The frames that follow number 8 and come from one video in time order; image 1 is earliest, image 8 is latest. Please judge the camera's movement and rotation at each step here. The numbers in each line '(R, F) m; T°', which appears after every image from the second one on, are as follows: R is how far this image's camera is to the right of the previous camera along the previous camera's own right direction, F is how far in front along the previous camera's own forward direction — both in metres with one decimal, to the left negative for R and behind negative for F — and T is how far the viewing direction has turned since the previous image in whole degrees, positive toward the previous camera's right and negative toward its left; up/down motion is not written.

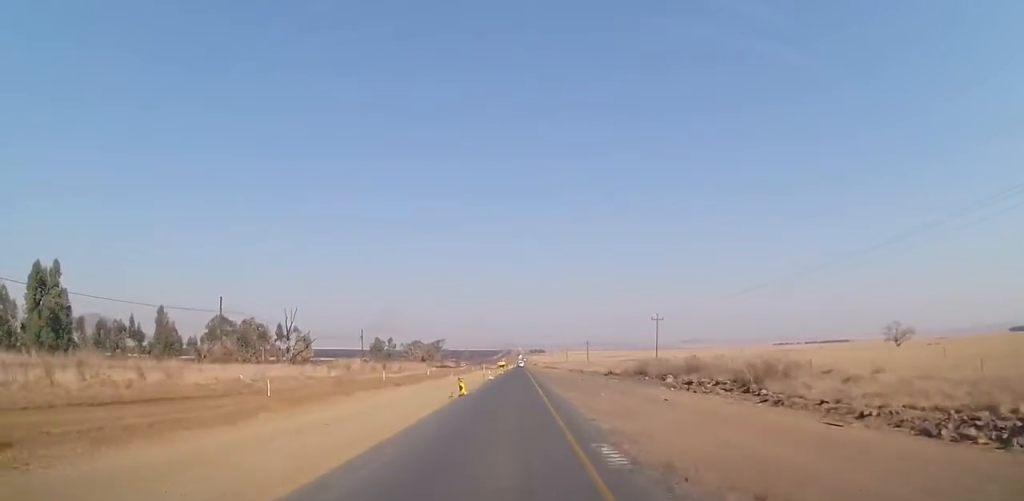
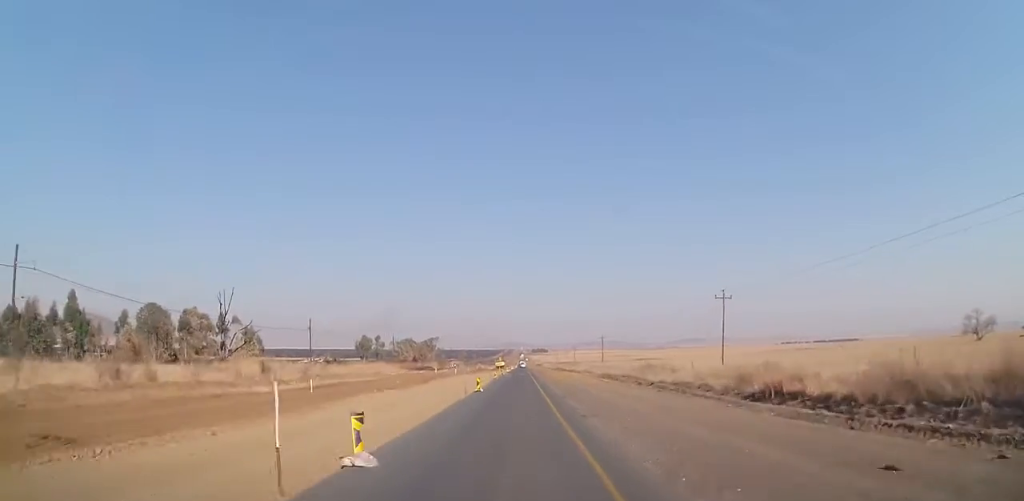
(-0.4, +35.3) m; -1°
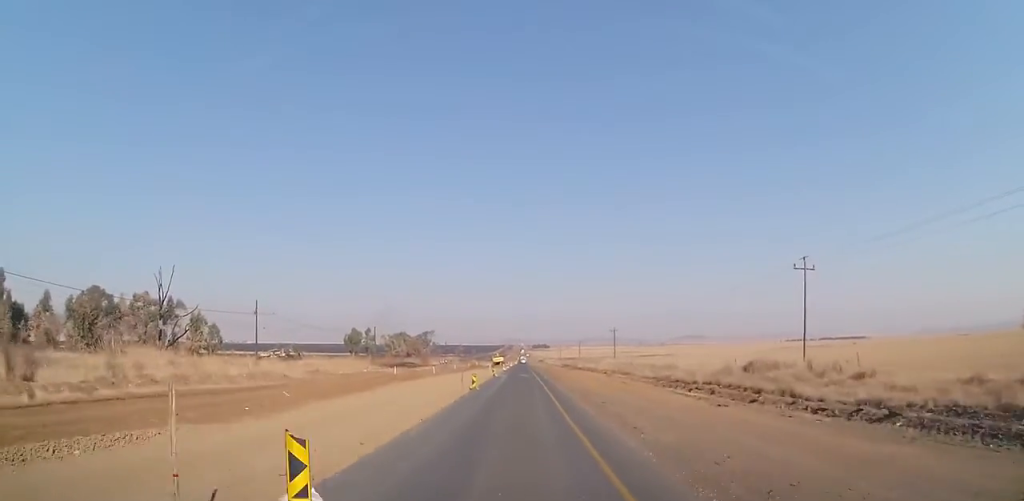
(-0.1, +22.0) m; 0°
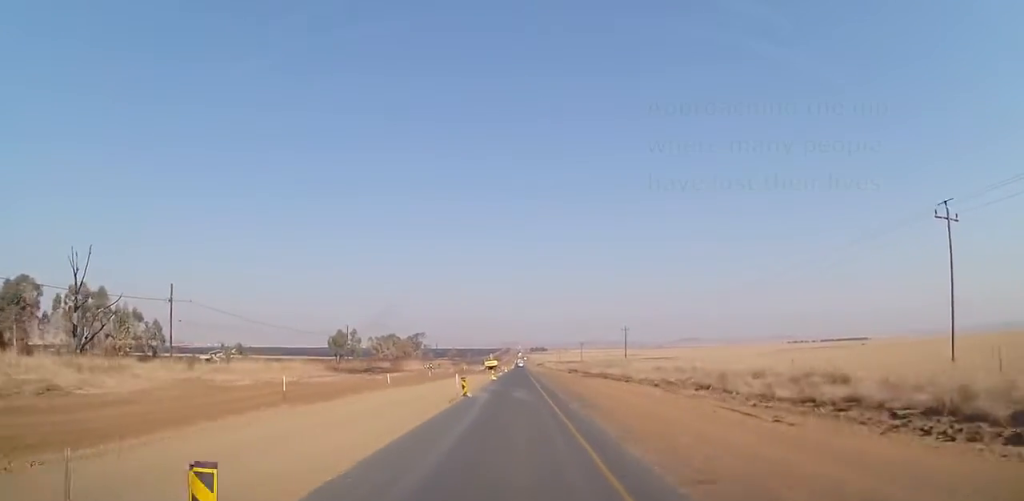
(+0.1, +20.8) m; 0°
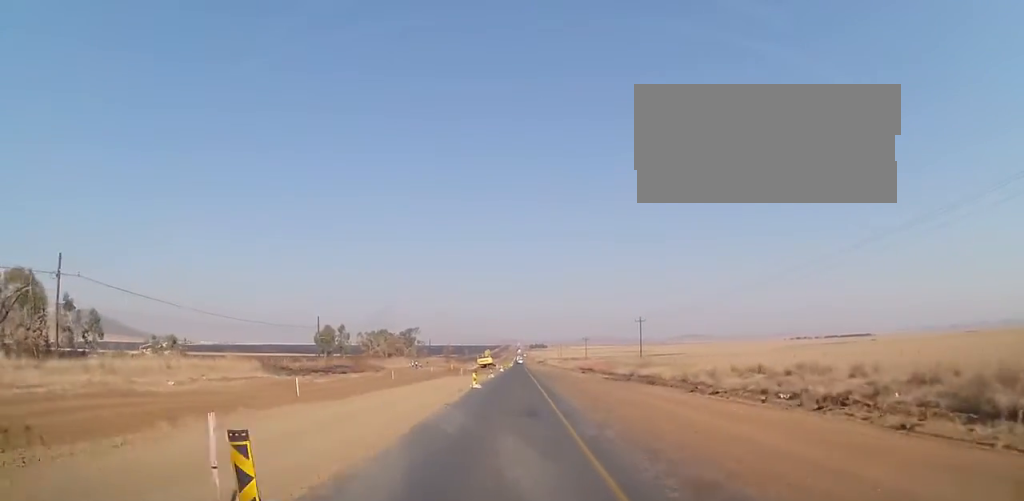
(0.0, +17.9) m; 0°
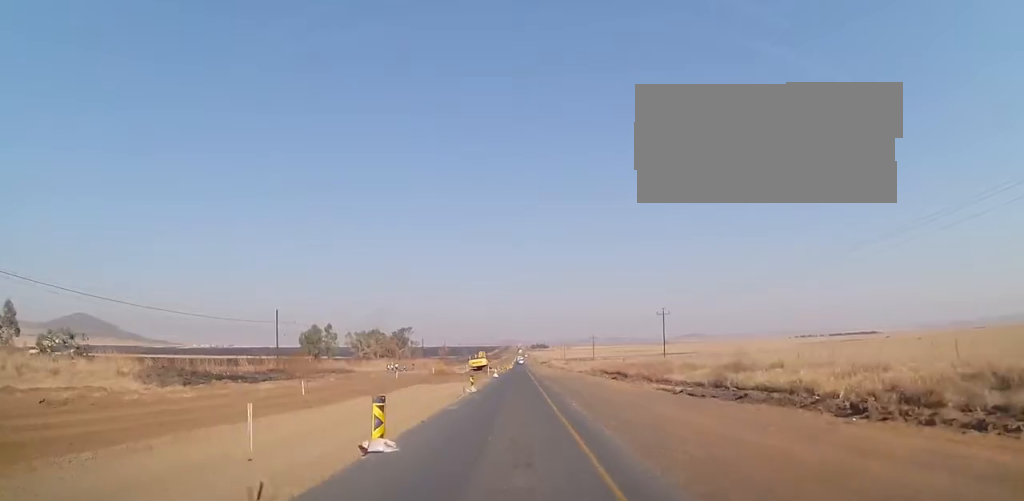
(-0.1, +19.3) m; 0°
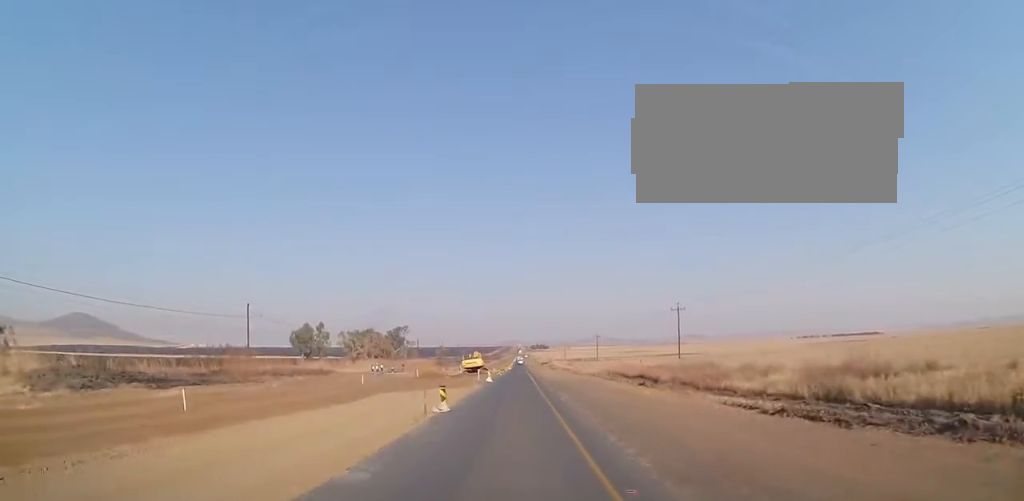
(0.0, +10.0) m; 0°
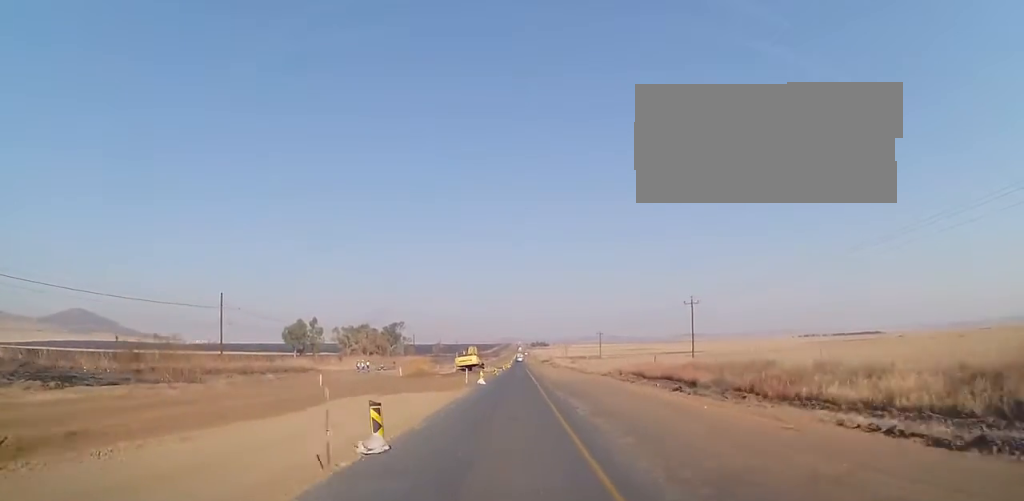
(0.0, +7.6) m; 0°
